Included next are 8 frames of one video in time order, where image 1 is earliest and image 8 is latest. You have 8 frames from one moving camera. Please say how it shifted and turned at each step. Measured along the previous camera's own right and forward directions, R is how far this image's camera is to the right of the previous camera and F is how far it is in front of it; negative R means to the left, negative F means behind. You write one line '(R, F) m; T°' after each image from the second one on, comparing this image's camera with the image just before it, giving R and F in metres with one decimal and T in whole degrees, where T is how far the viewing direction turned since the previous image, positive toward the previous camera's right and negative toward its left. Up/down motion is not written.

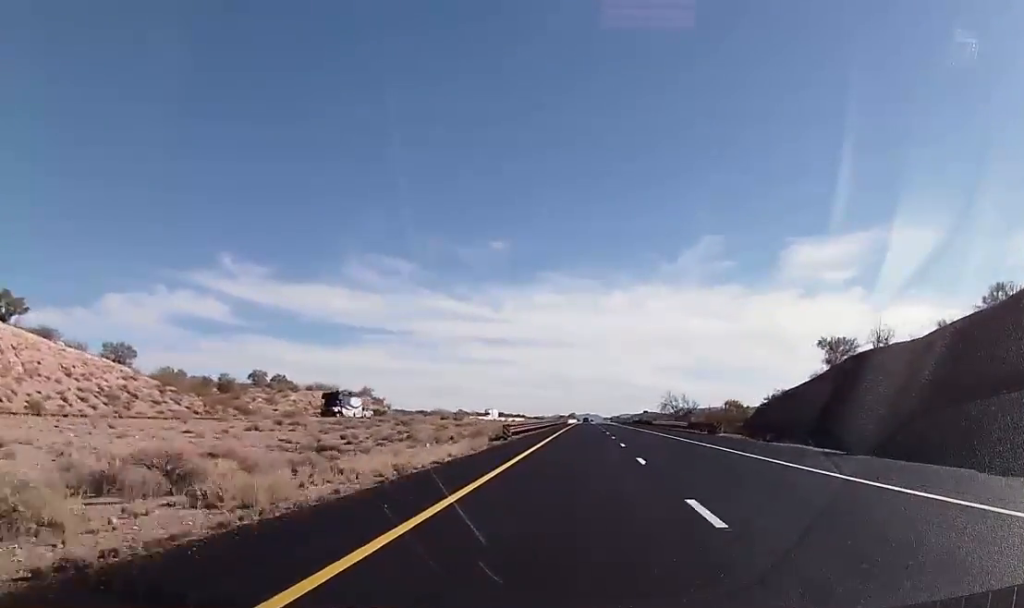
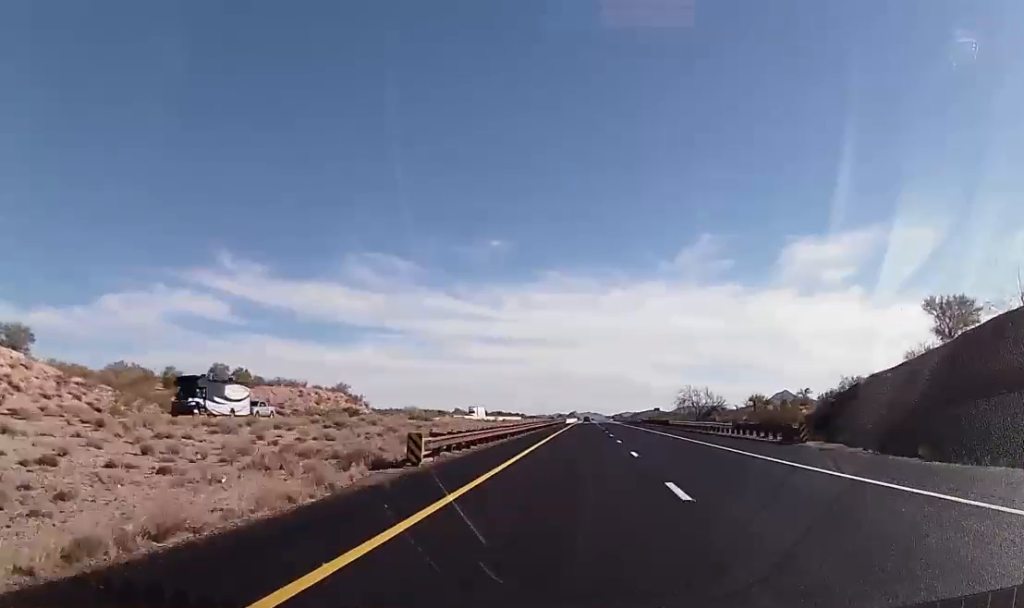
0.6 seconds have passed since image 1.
(-0.1, +21.3) m; 0°
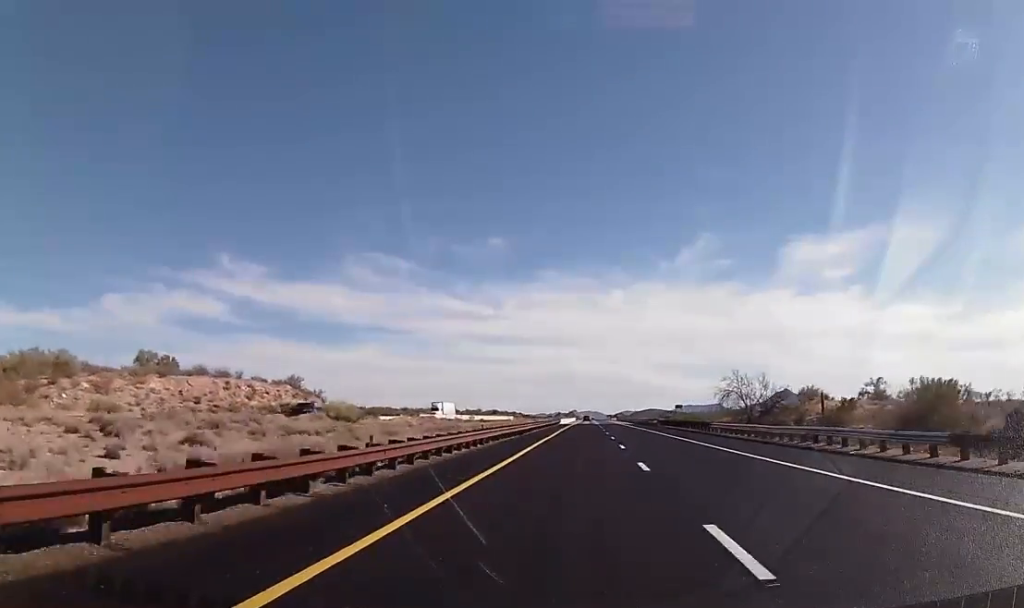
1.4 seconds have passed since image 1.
(0.0, +30.2) m; 0°
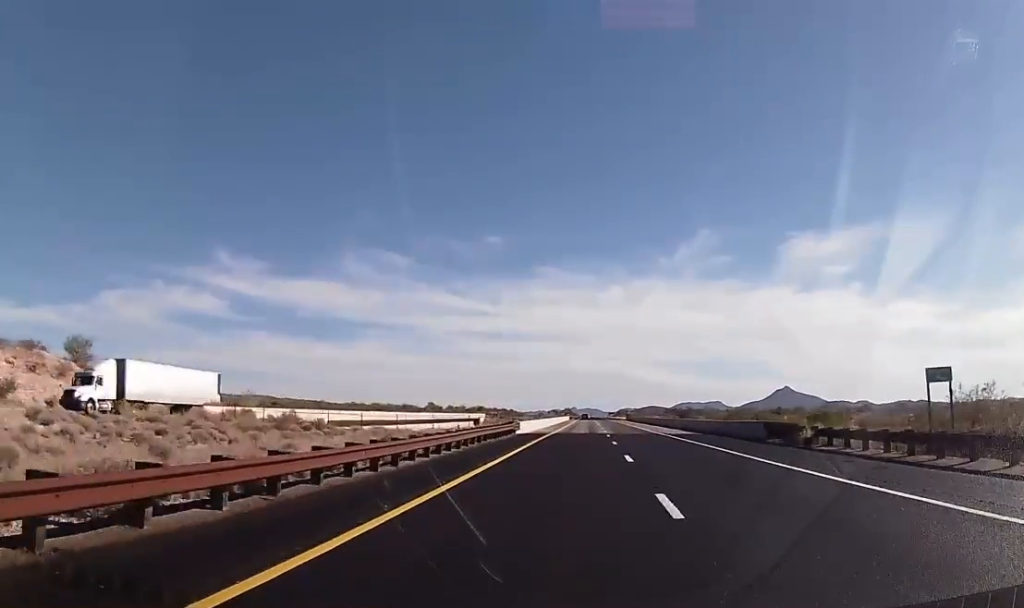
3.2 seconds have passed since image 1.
(+0.4, +69.5) m; 0°
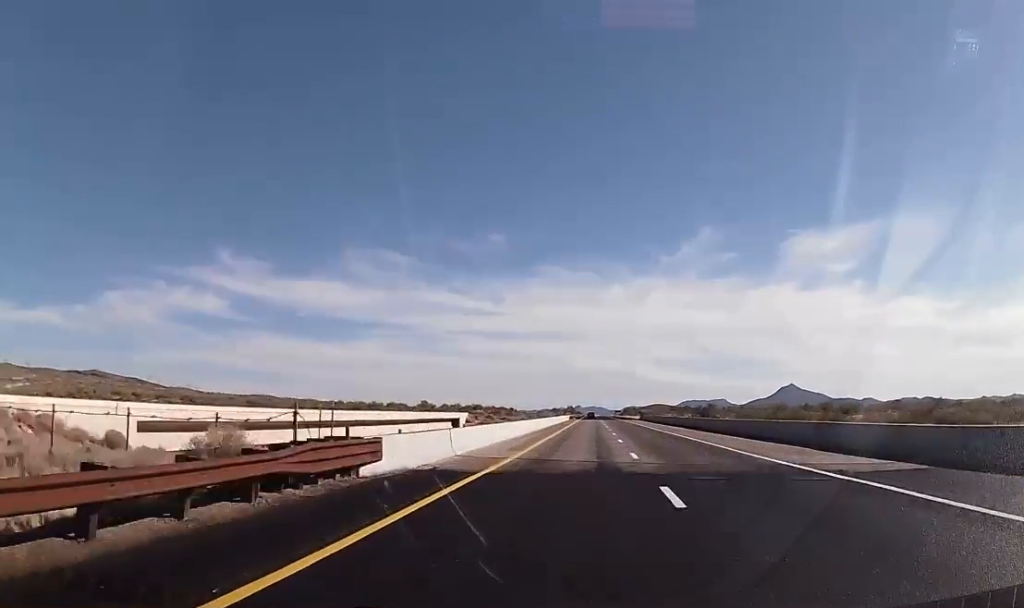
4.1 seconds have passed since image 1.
(0.0, +35.4) m; 0°
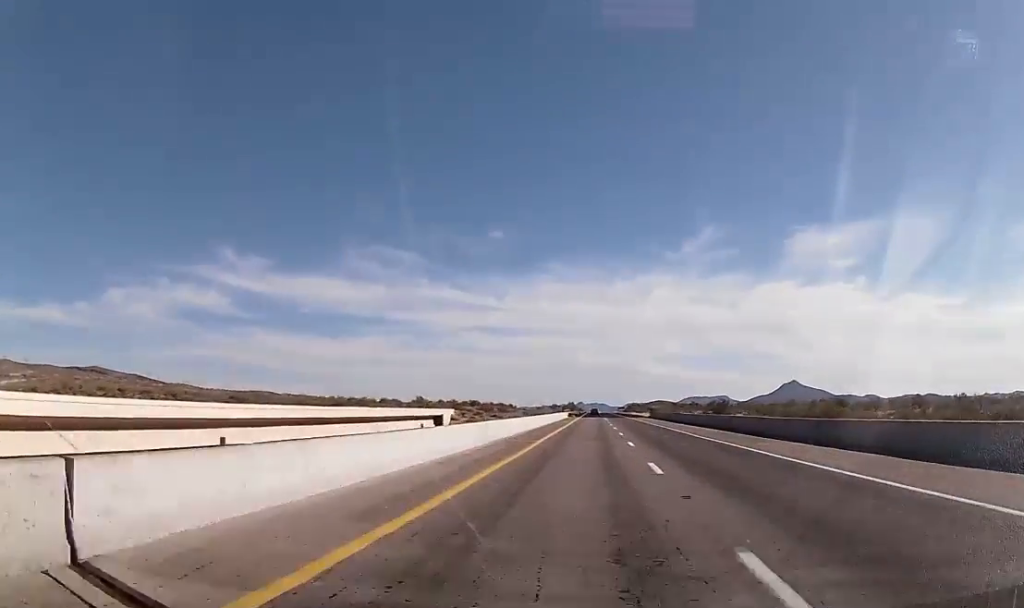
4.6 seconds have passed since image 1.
(+0.3, +18.9) m; 0°
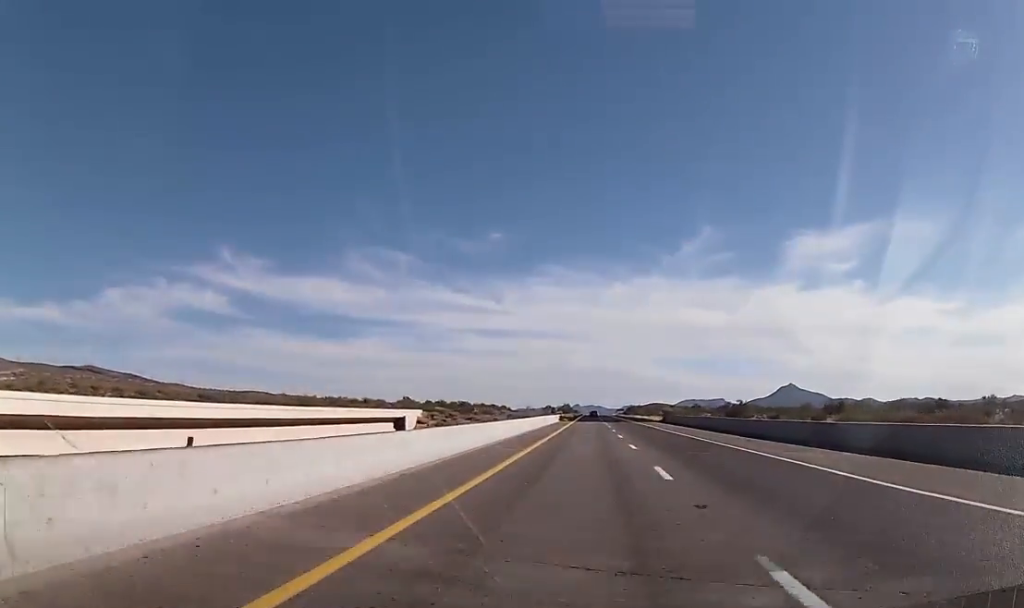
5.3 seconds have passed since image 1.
(-0.3, +25.2) m; 0°
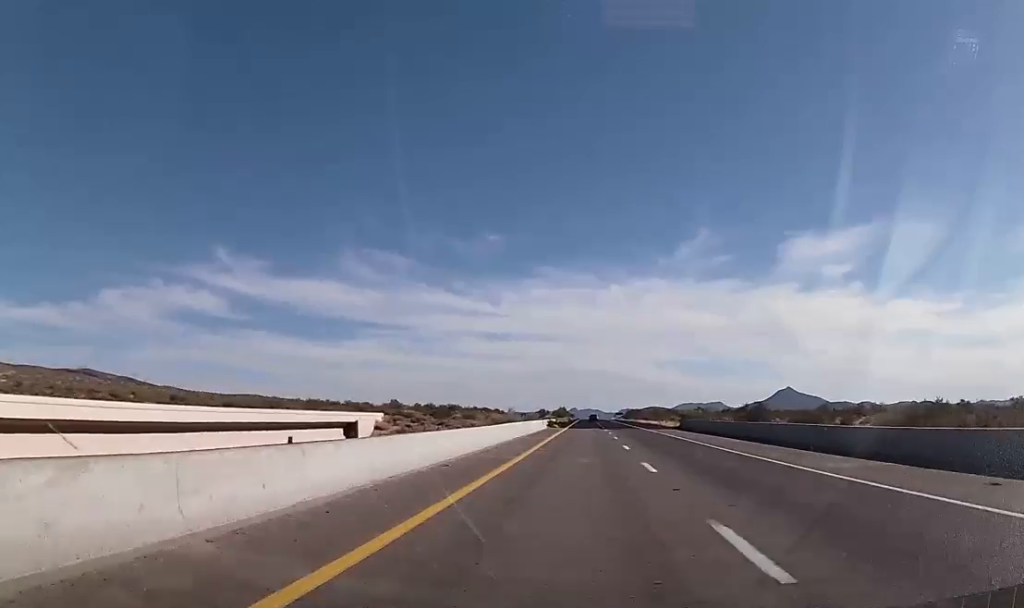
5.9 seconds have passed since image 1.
(-0.2, +21.4) m; 0°
